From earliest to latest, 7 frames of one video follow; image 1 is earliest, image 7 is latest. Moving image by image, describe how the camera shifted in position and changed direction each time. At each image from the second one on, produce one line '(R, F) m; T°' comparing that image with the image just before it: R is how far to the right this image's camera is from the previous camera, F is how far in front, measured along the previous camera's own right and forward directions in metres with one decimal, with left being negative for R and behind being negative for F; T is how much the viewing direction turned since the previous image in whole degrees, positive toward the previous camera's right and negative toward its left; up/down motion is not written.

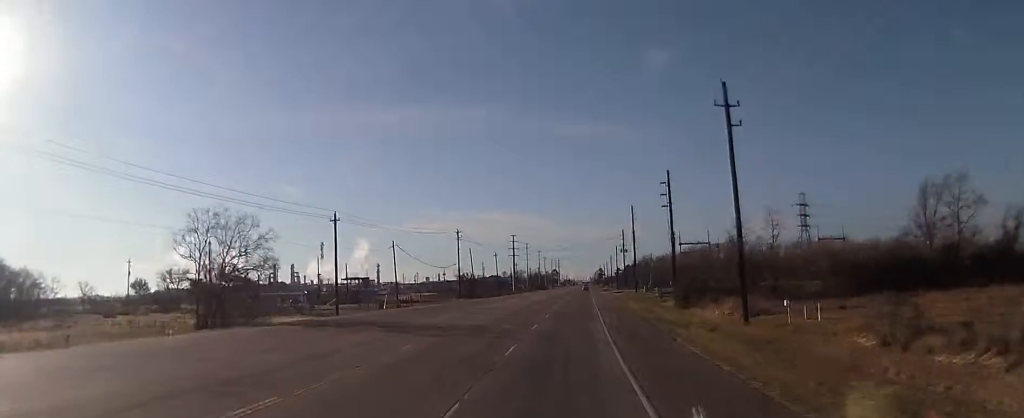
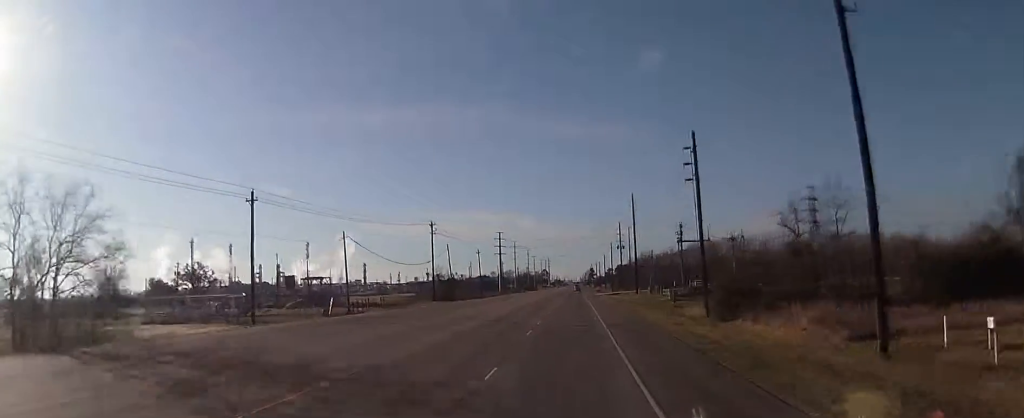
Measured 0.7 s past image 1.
(-0.1, +18.7) m; +1°
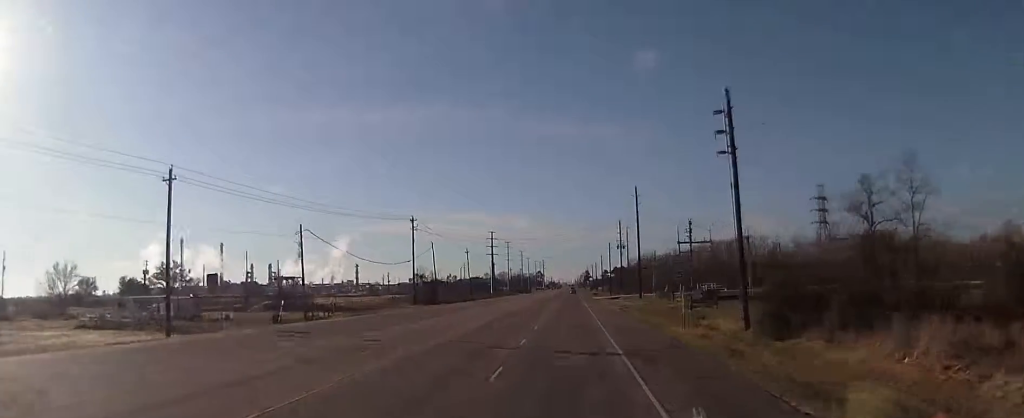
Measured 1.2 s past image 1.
(-0.3, +12.4) m; 0°
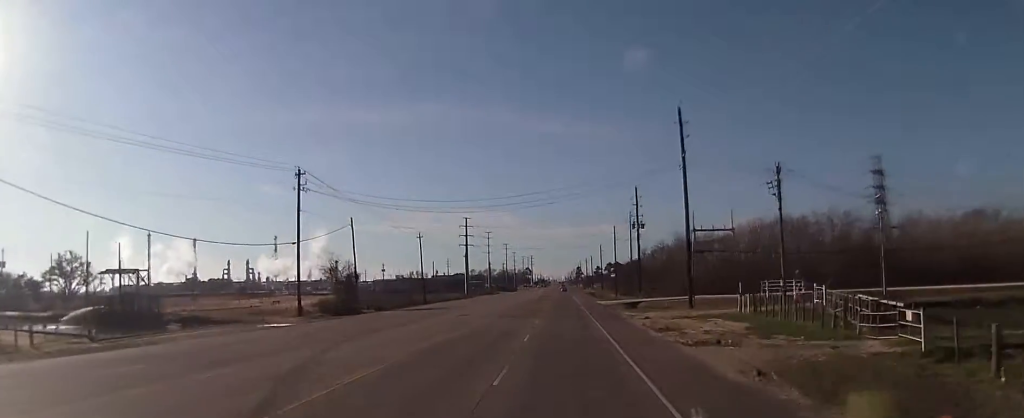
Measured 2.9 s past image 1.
(+0.8, +47.2) m; +1°
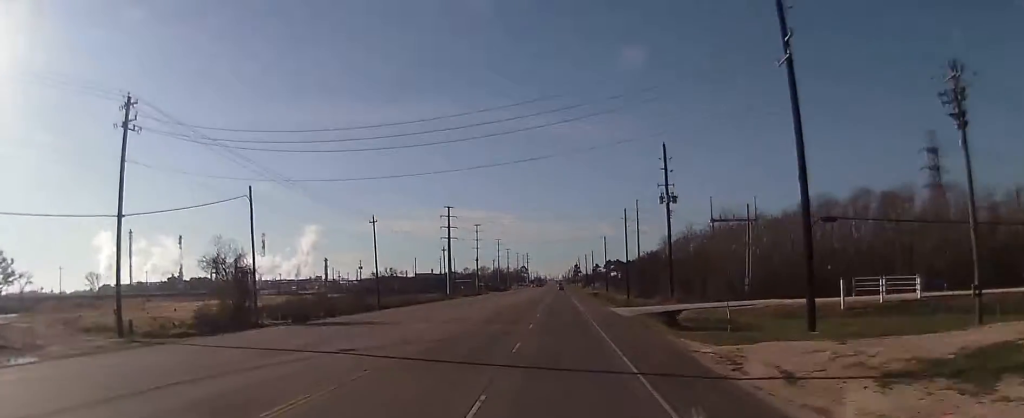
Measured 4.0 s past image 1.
(+0.4, +29.1) m; +1°
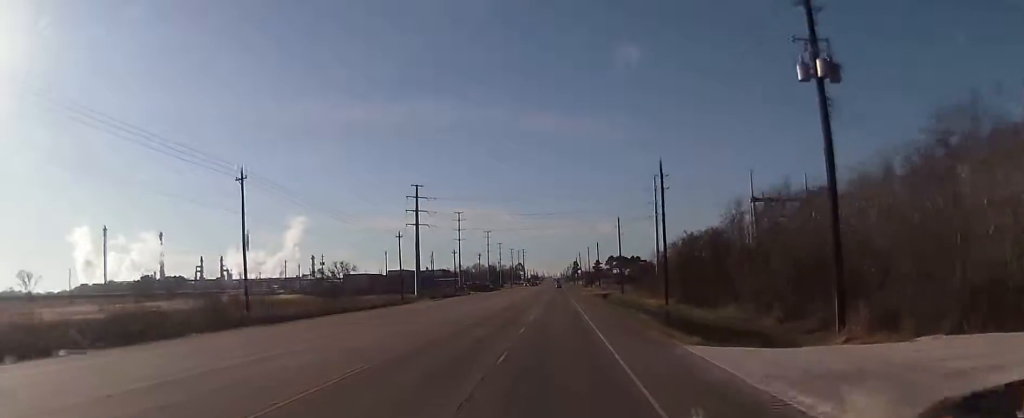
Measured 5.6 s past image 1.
(-0.2, +40.5) m; 0°
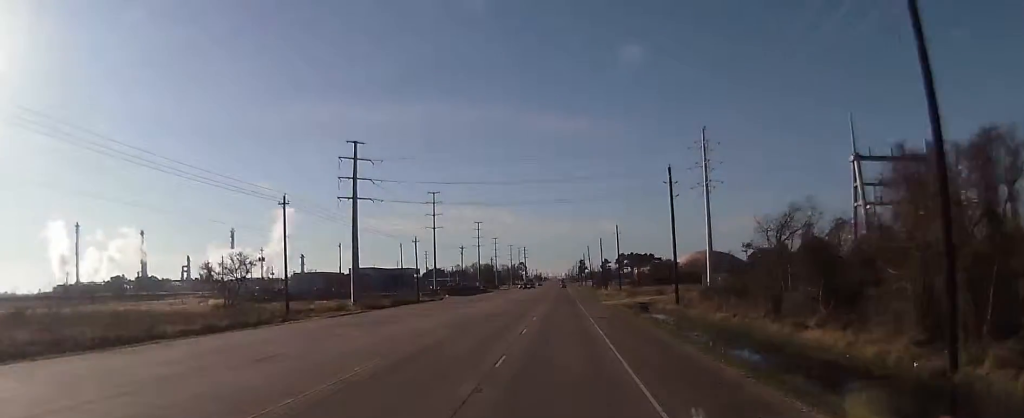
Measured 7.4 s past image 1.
(+0.7, +49.5) m; 0°
